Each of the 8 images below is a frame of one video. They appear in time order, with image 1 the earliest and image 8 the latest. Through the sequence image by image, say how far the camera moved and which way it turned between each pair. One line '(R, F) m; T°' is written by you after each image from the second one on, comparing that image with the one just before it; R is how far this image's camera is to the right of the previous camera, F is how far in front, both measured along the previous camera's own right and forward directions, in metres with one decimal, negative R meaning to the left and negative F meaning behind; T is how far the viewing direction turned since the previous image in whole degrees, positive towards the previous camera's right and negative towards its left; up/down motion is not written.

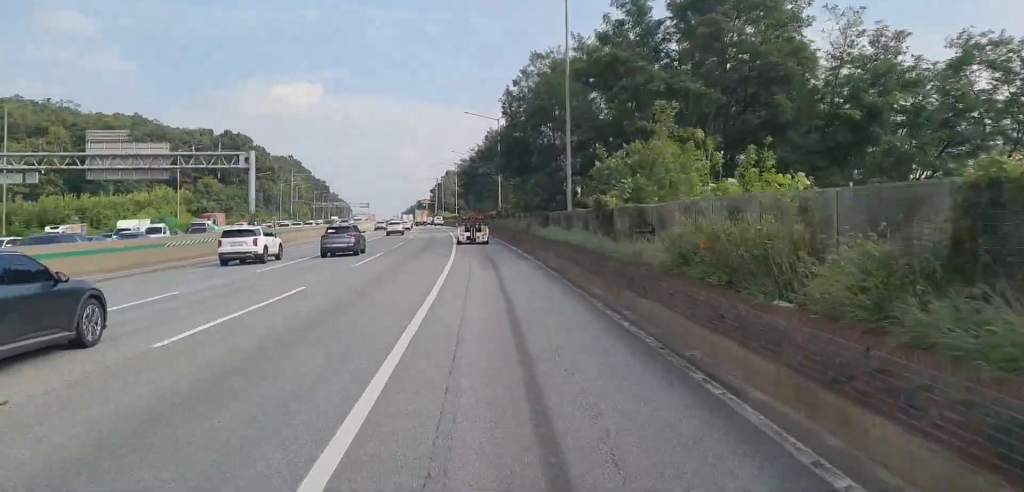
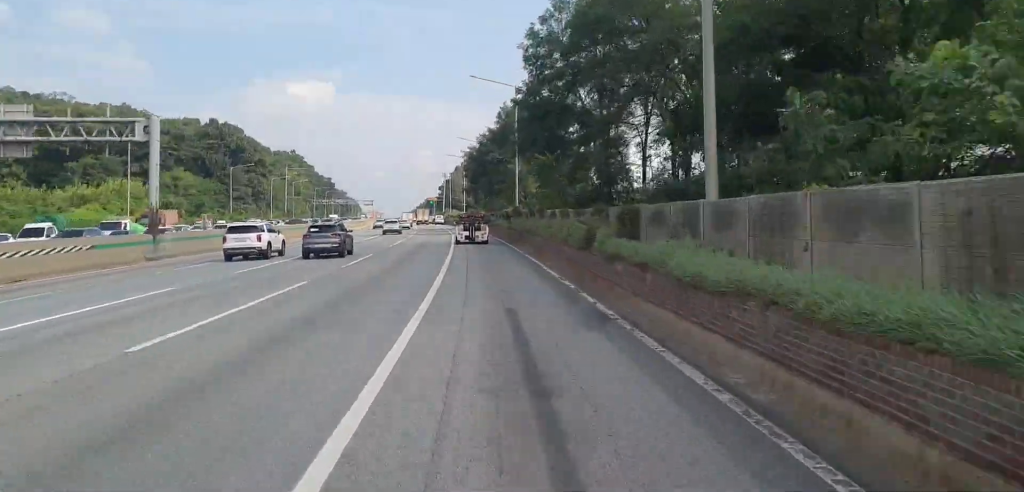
(0.0, +19.4) m; -1°
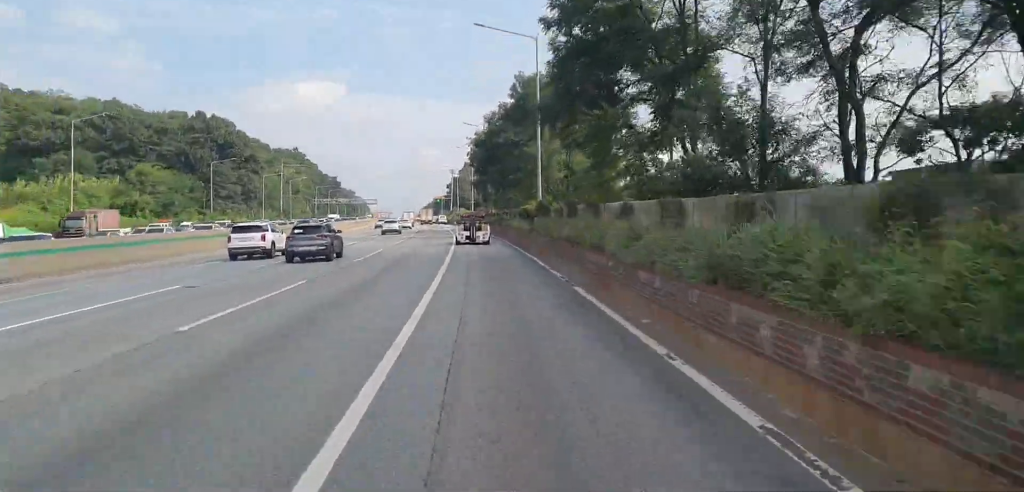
(+0.2, +15.6) m; -1°
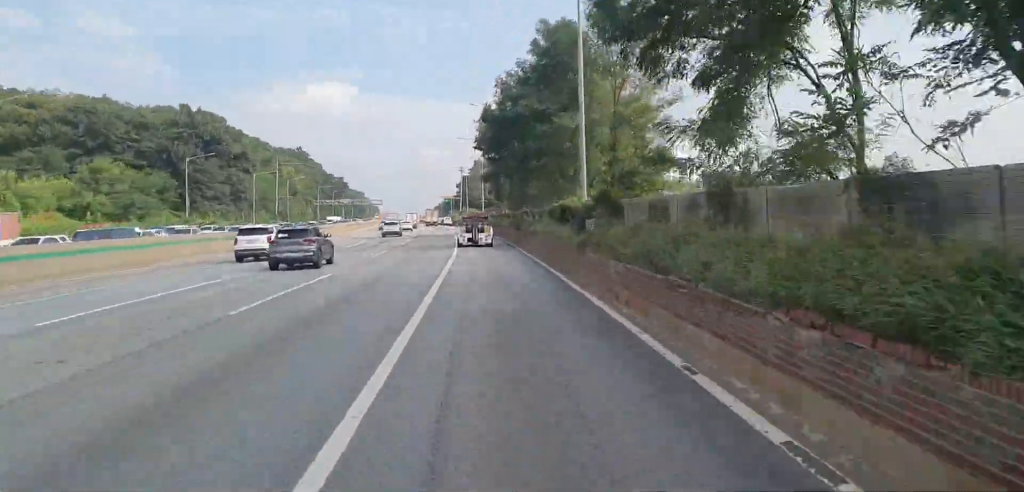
(-0.5, +15.5) m; -1°
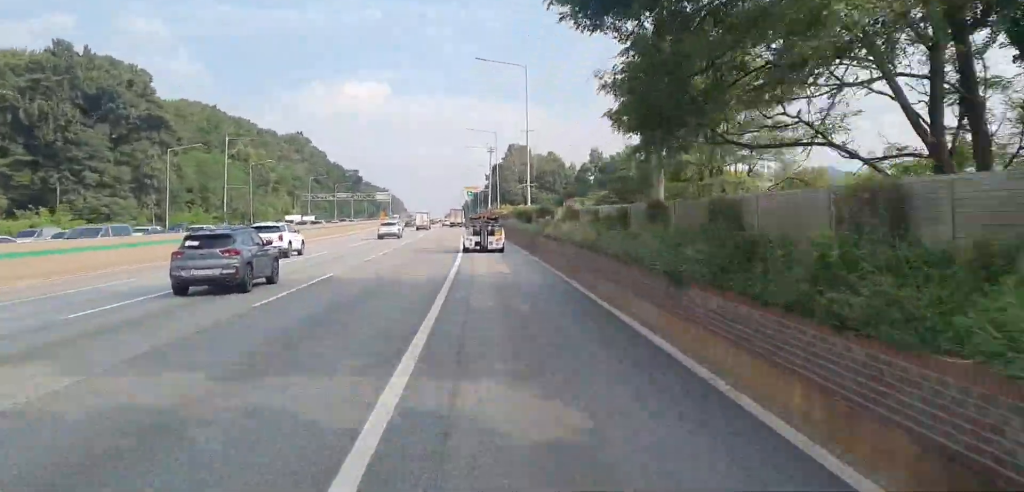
(-1.3, +55.6) m; -2°
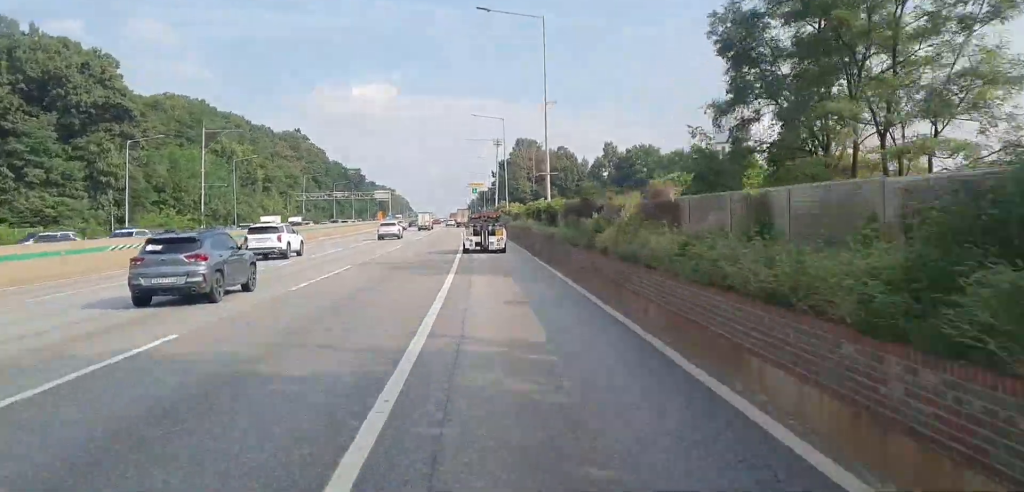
(0.0, +13.1) m; 0°
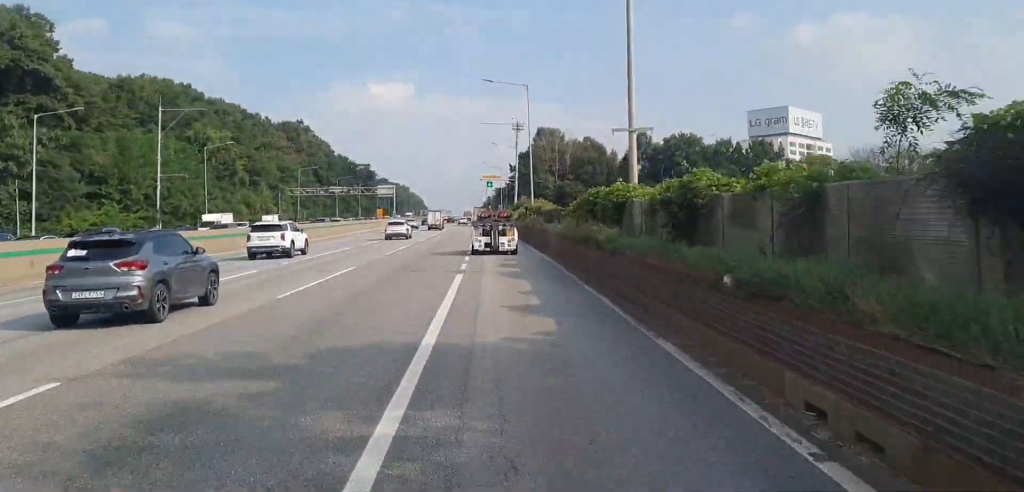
(0.0, +20.9) m; -1°
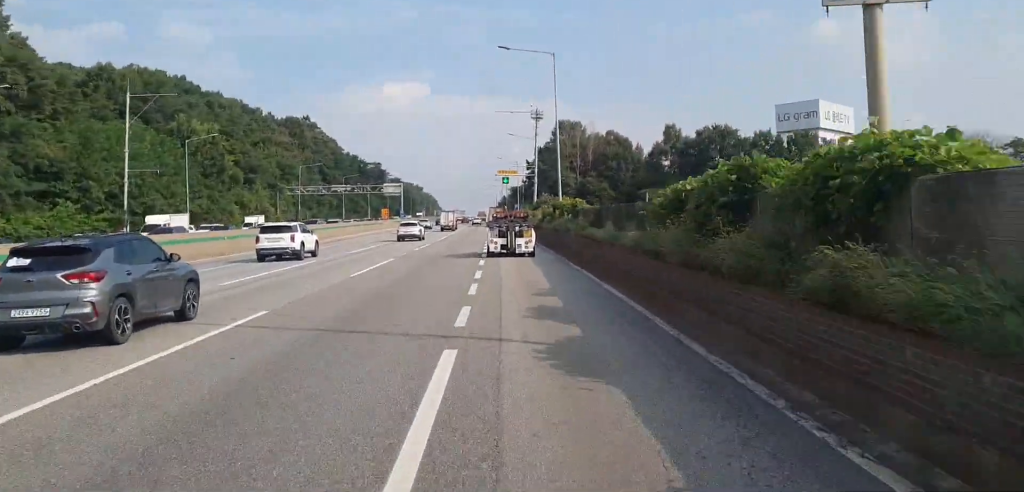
(+0.1, +12.5) m; -1°
